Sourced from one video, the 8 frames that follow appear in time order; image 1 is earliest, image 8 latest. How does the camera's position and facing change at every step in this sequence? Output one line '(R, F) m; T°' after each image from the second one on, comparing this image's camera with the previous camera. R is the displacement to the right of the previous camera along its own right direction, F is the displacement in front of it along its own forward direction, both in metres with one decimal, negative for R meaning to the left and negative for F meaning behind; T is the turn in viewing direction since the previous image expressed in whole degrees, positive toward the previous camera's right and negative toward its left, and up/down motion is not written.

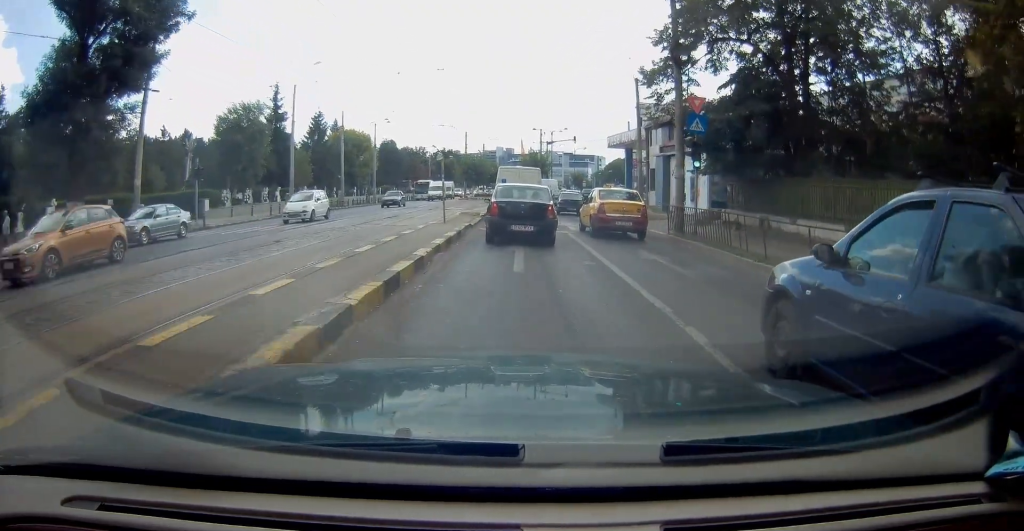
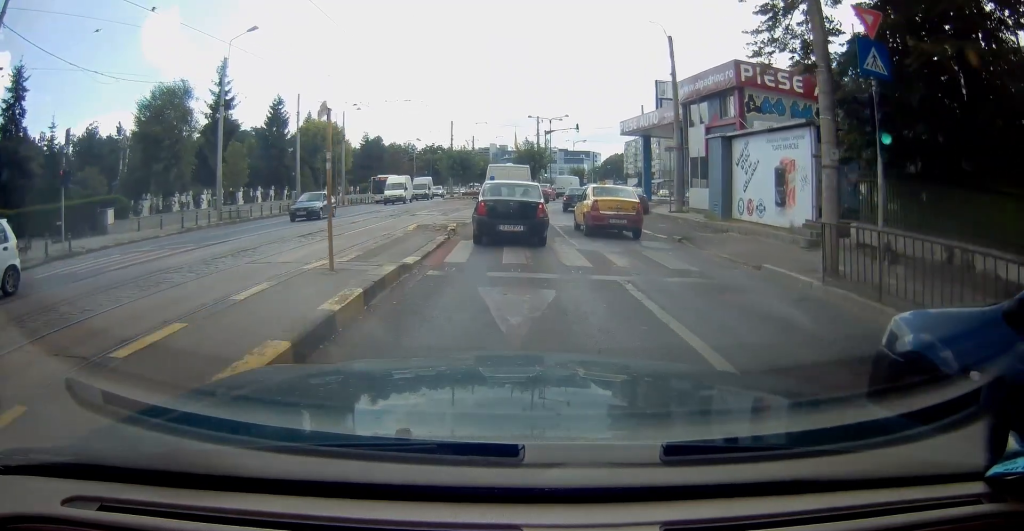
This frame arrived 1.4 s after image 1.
(-0.3, +10.8) m; -1°
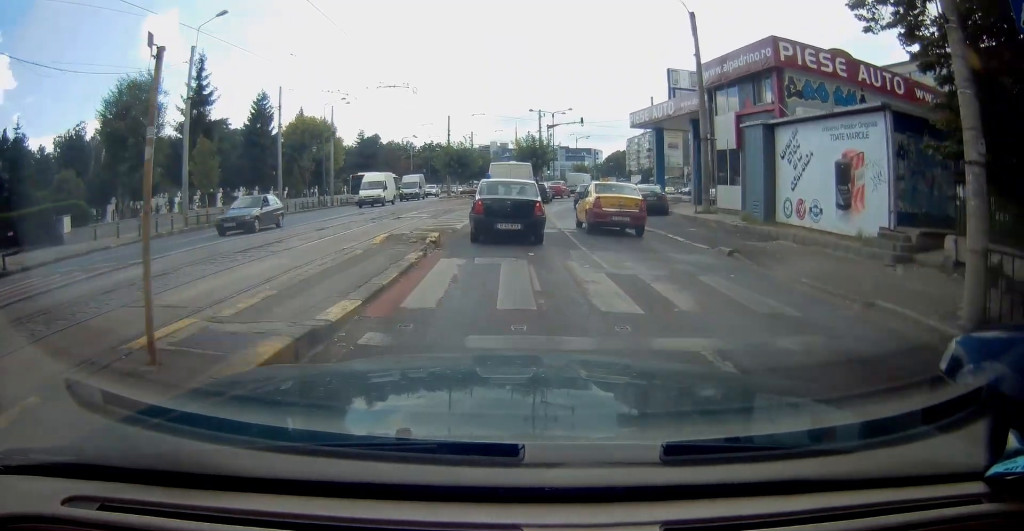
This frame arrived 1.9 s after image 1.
(0.0, +4.1) m; +1°
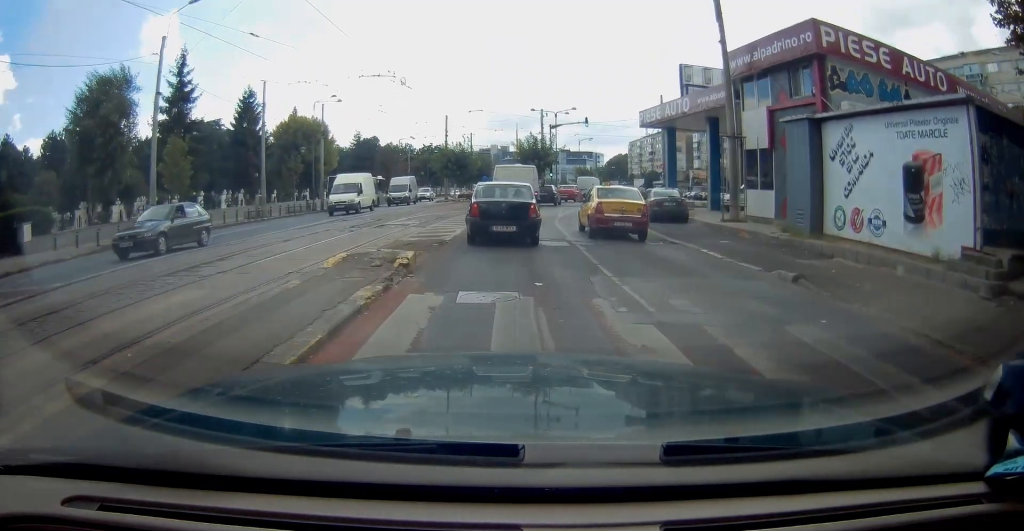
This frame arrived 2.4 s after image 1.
(+0.1, +3.3) m; +1°
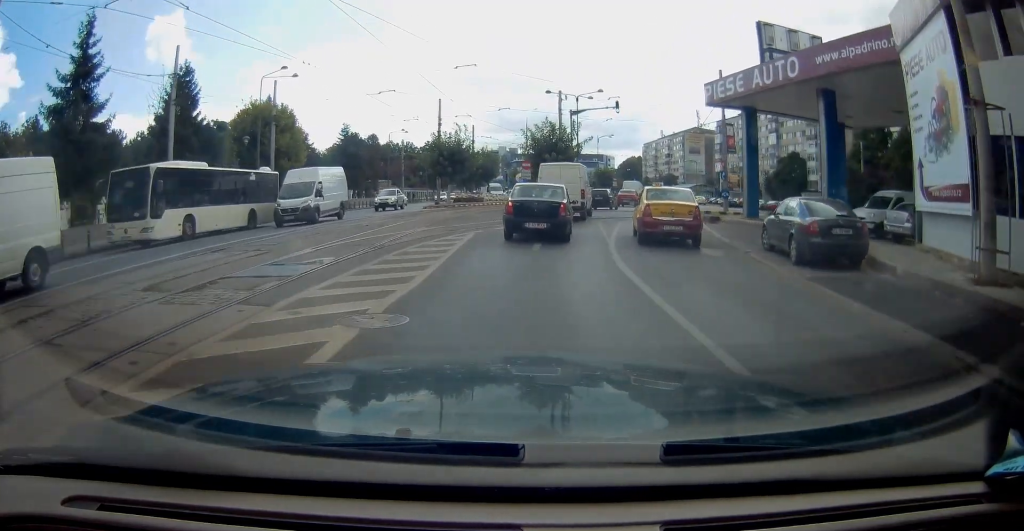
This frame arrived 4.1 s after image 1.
(0.0, +13.6) m; 0°
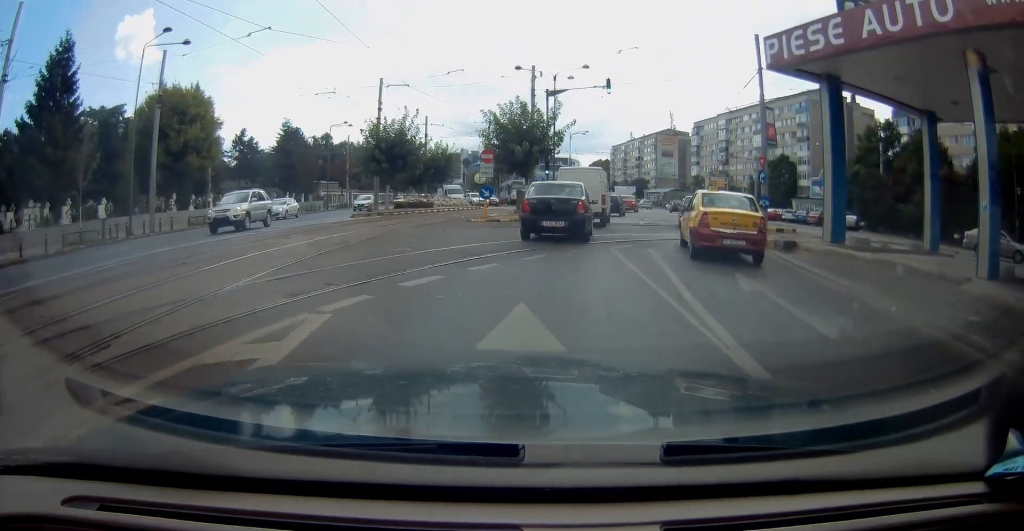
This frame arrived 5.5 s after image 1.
(+0.3, +11.4) m; +3°
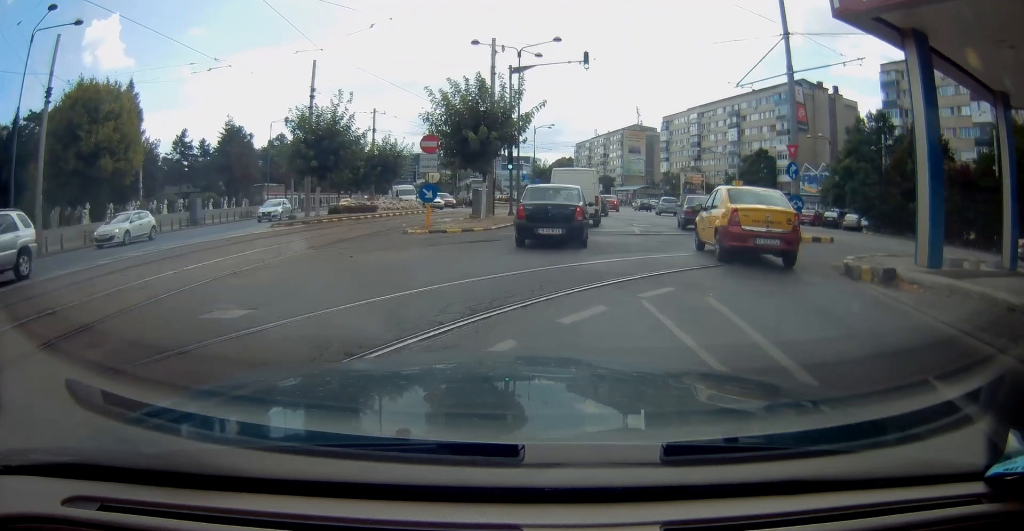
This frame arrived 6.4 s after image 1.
(+0.1, +7.0) m; +3°
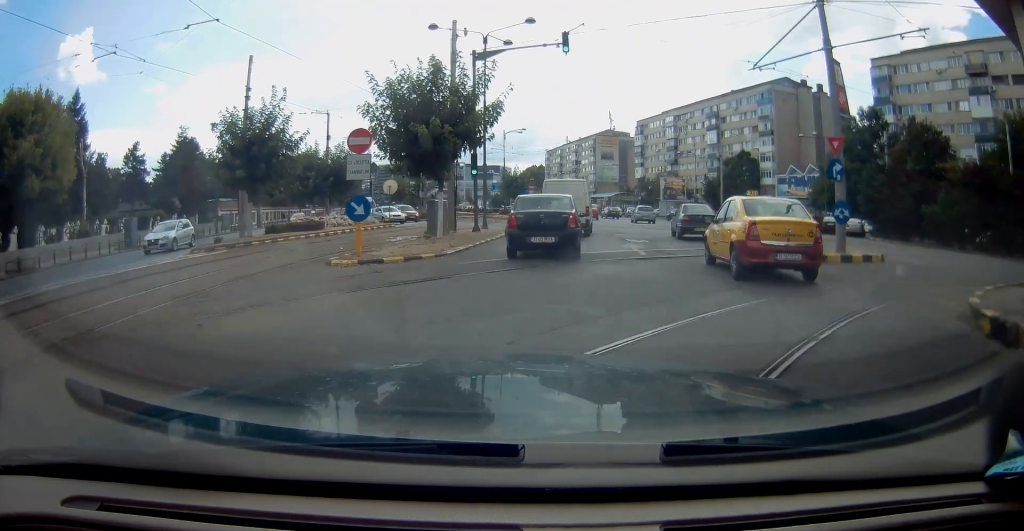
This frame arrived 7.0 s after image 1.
(+0.2, +5.3) m; +3°
